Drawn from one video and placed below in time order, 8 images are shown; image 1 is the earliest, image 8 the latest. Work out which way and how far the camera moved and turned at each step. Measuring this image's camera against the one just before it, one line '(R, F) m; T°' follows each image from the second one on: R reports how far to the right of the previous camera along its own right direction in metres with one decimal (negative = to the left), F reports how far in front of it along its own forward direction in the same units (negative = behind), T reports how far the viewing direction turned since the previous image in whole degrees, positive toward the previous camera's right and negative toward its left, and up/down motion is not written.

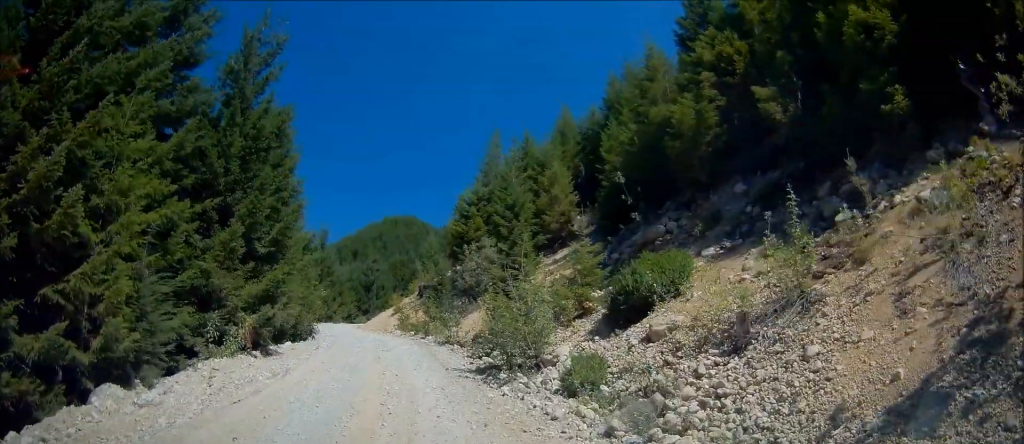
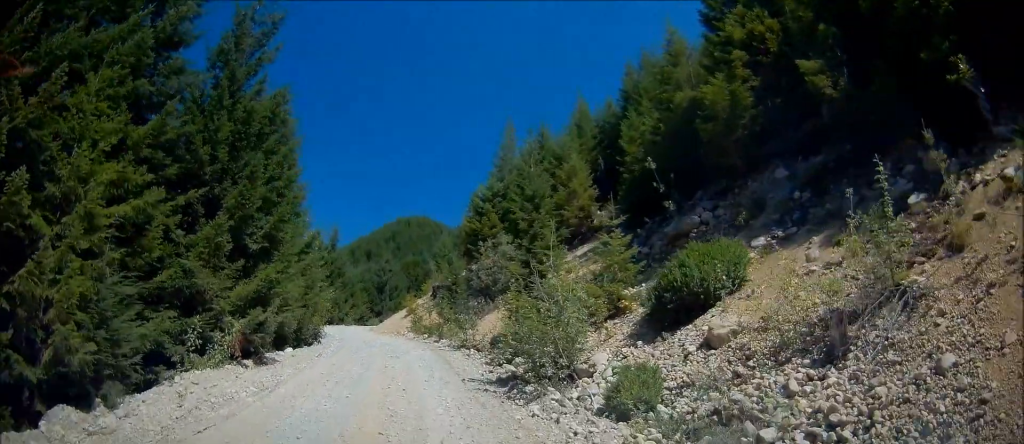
(+0.1, +1.9) m; +2°
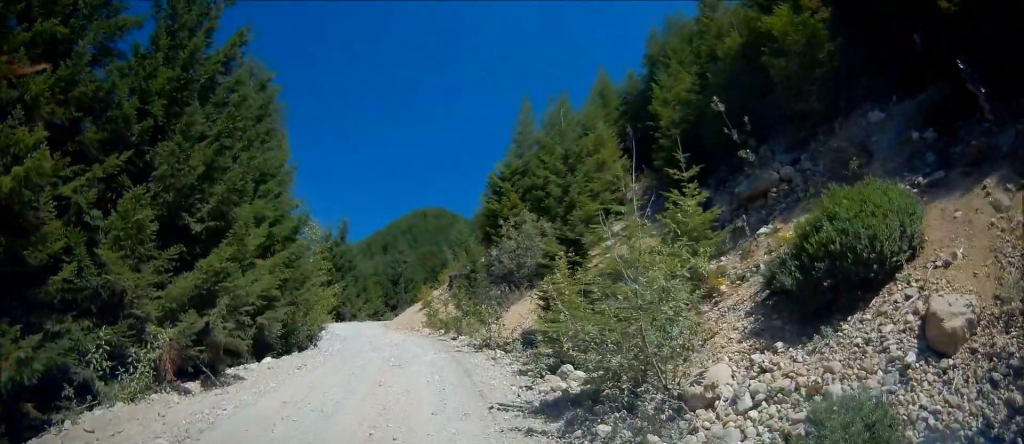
(+0.2, +4.1) m; -2°
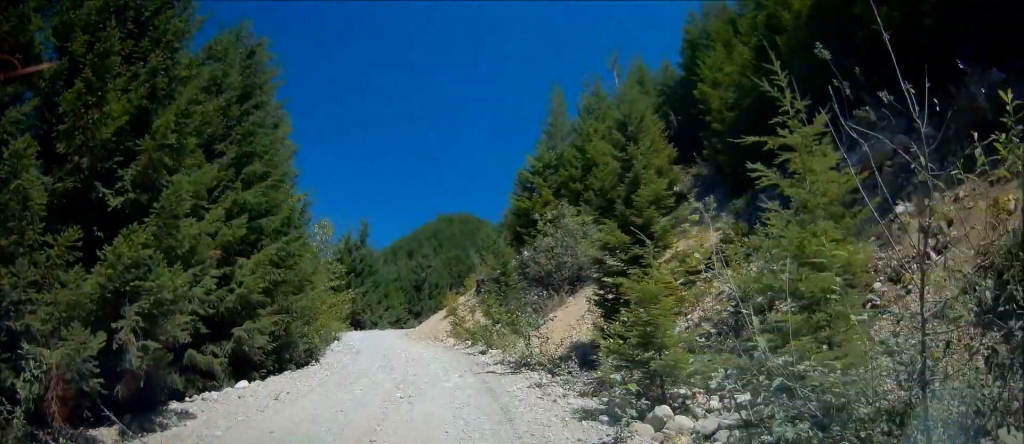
(-0.3, +3.8) m; -4°
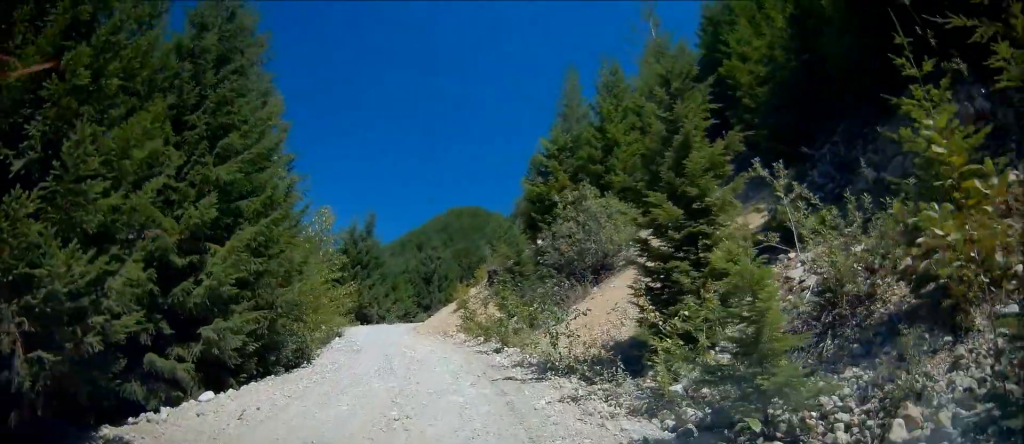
(-0.1, +2.4) m; 0°
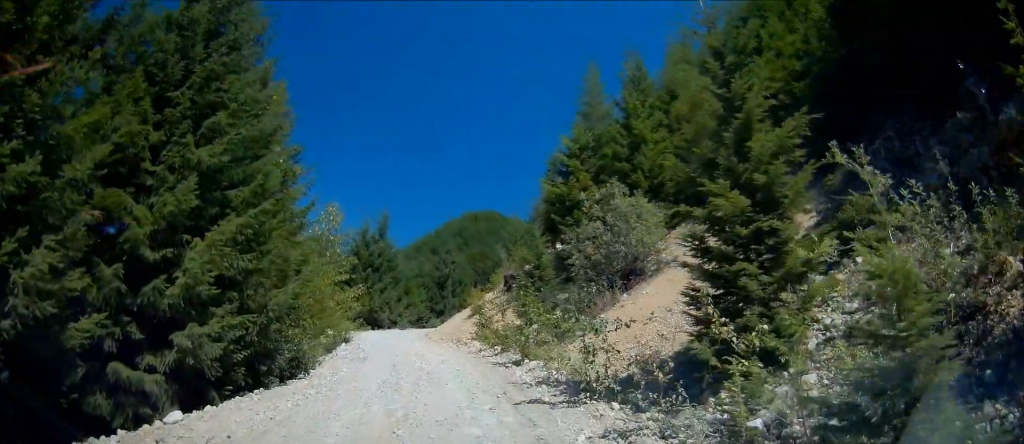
(+0.1, +1.8) m; 0°
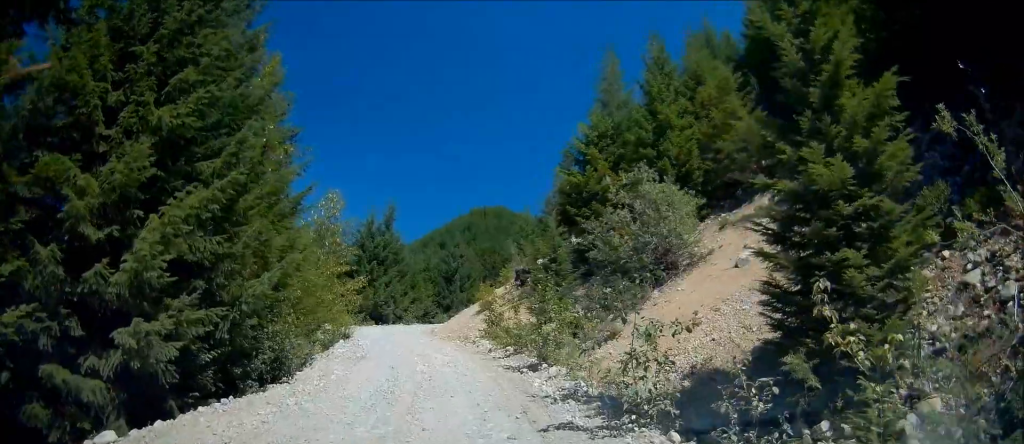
(0.0, +2.1) m; 0°
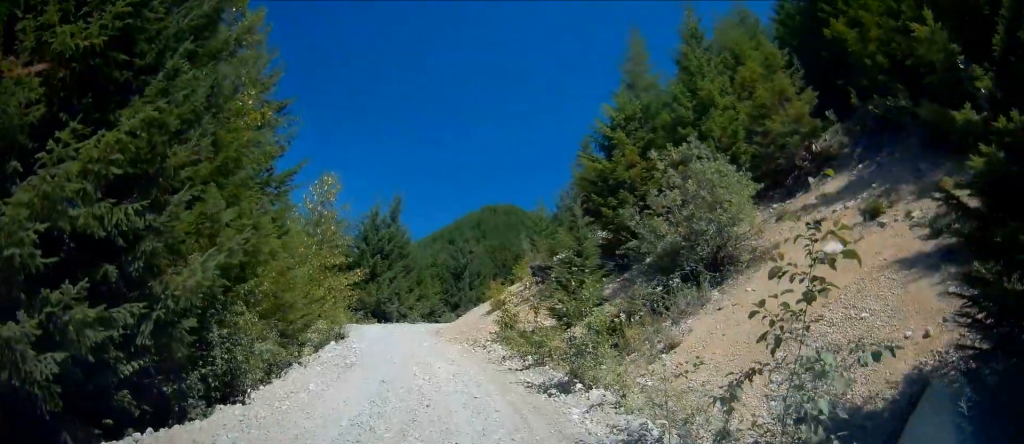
(-0.1, +3.2) m; 0°
